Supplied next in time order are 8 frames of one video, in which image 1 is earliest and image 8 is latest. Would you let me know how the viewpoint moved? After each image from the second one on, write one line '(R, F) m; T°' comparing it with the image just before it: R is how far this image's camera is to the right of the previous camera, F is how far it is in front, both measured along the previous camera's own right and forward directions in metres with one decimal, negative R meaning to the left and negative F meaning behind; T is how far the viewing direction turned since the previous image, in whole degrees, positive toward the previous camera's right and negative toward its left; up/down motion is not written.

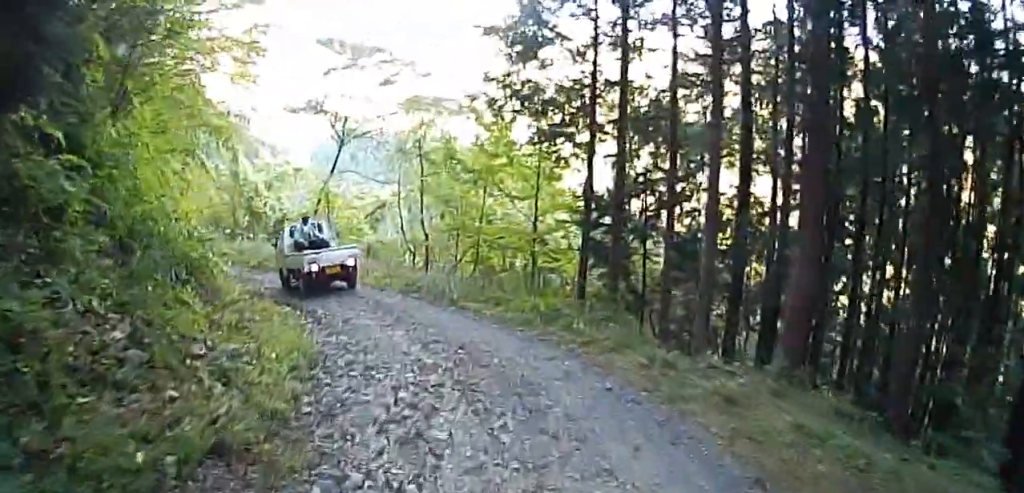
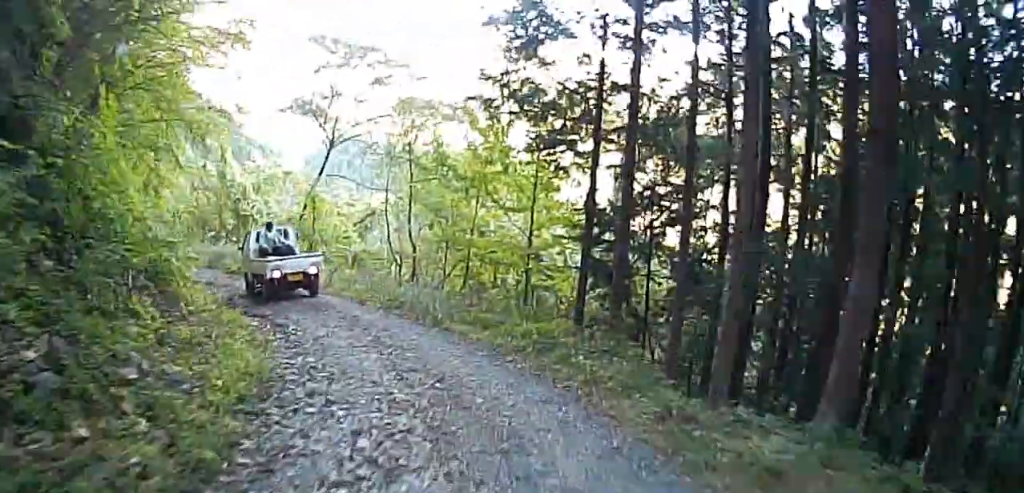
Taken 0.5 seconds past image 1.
(0.0, +1.3) m; -4°
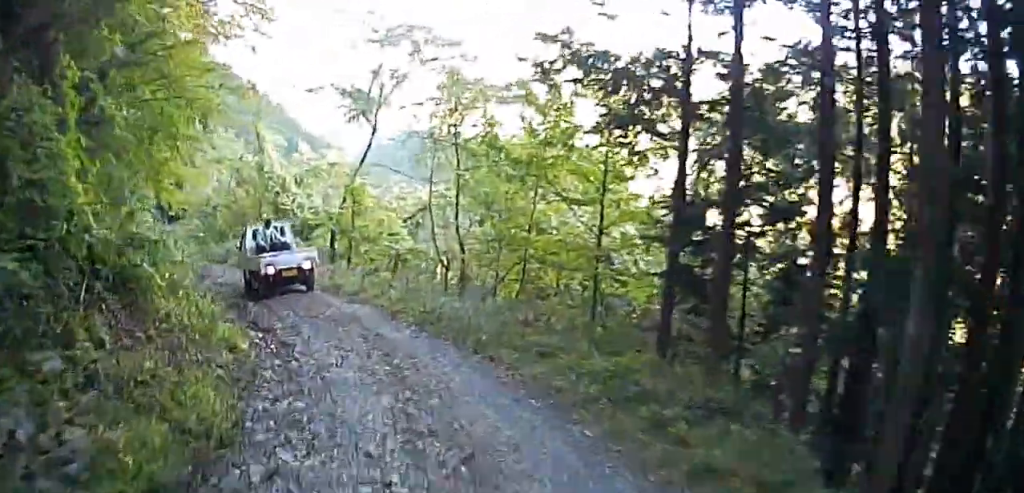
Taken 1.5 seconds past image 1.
(-0.3, +2.7) m; -9°
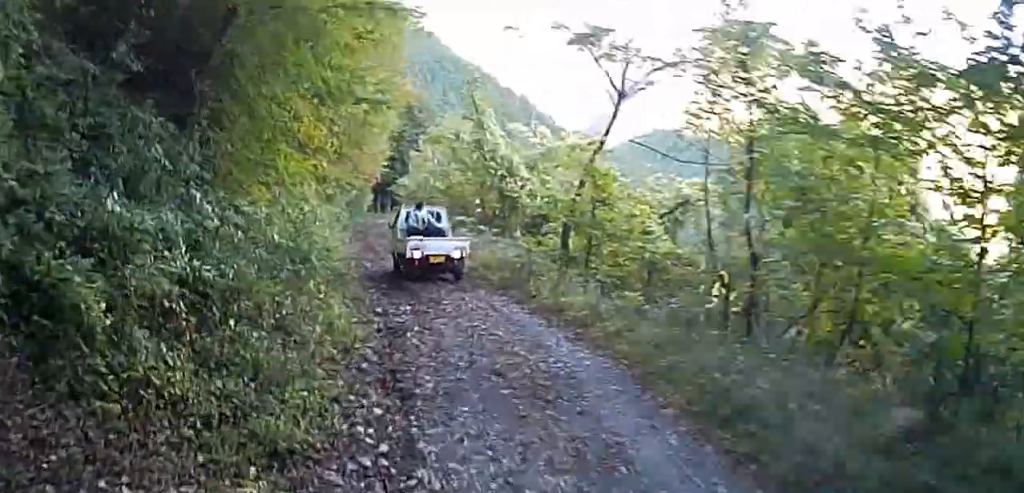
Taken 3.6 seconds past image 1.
(-0.9, +4.8) m; -23°
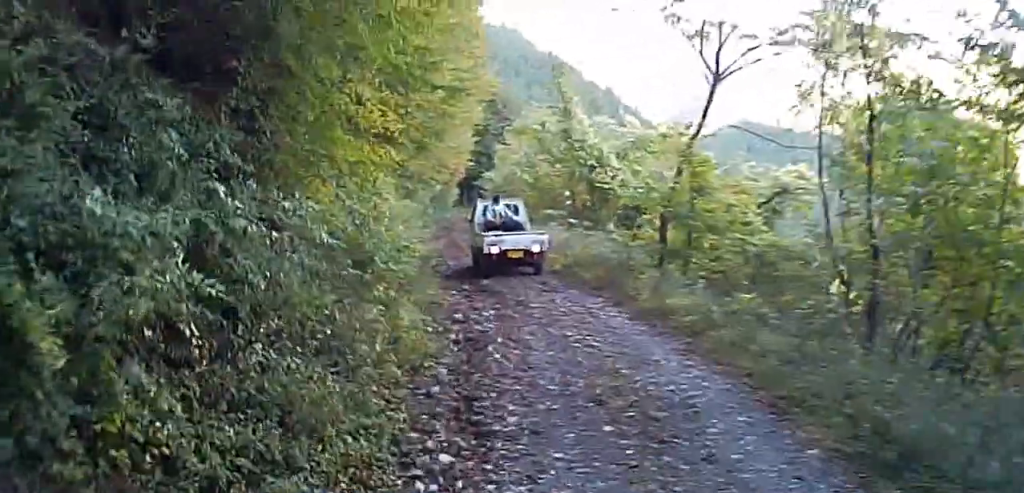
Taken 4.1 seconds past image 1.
(-0.3, +1.0) m; +1°
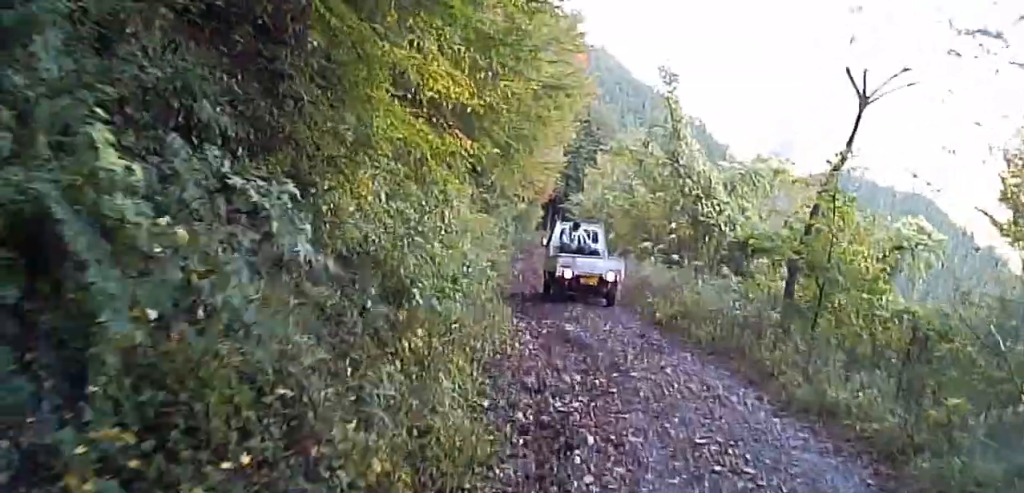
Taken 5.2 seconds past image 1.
(+0.5, +2.6) m; -2°
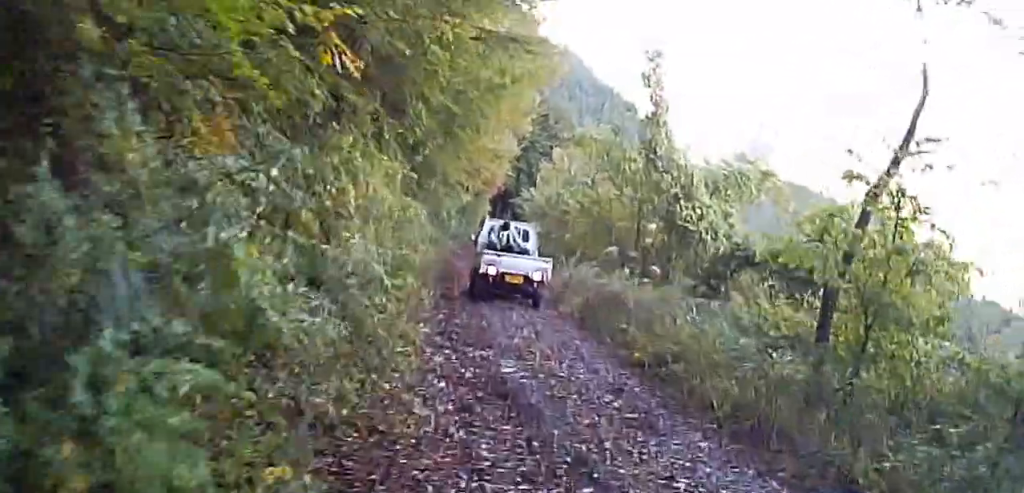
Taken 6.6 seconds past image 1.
(-1.2, +4.0) m; -23°
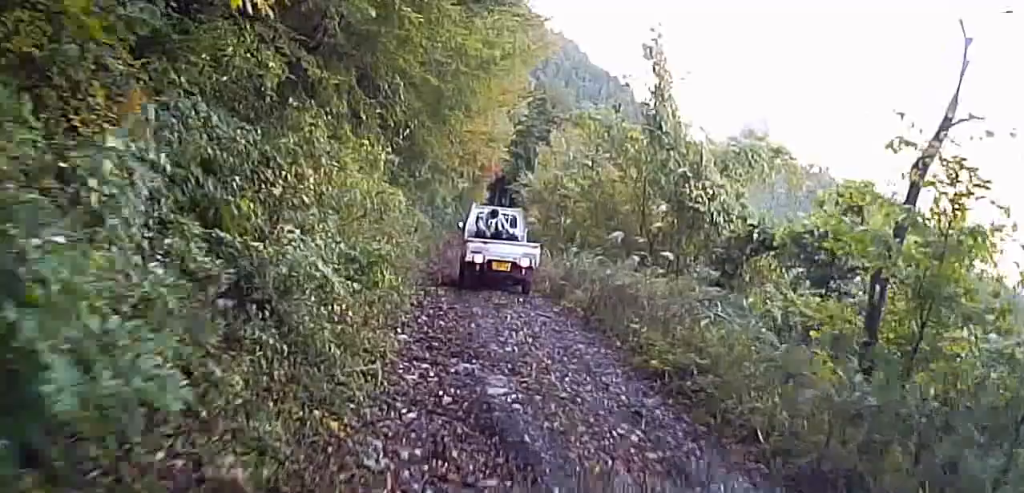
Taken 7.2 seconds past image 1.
(-0.2, +1.6) m; +1°
